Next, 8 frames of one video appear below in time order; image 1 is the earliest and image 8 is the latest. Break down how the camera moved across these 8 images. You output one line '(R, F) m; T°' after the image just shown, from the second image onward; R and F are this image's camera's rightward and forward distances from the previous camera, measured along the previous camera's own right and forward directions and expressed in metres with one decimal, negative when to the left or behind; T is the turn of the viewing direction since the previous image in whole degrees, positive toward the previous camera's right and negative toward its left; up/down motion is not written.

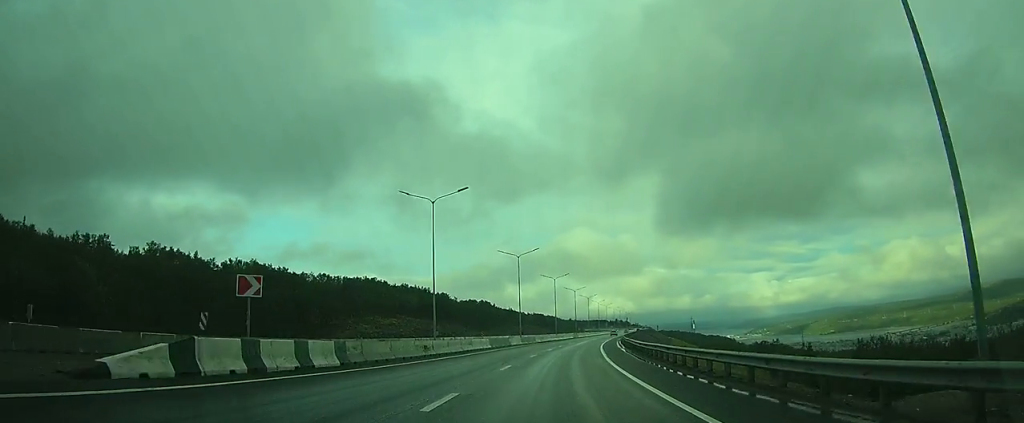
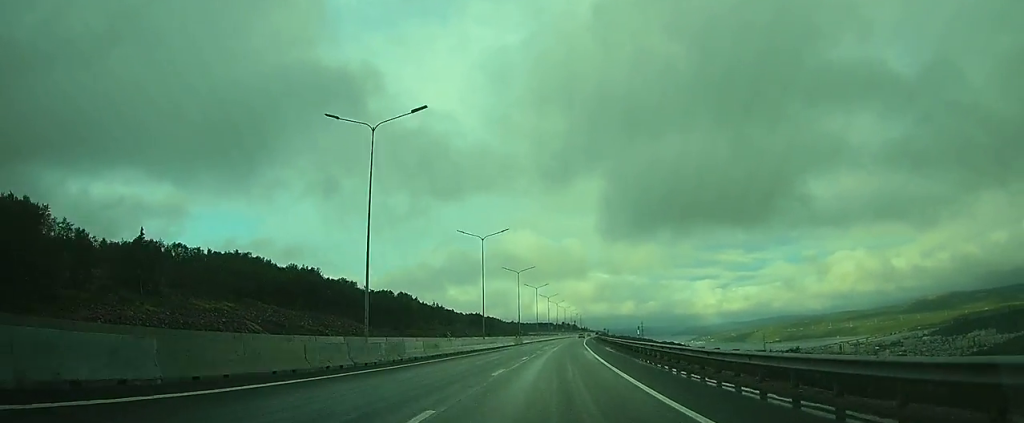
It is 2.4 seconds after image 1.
(+2.8, +51.1) m; +6°
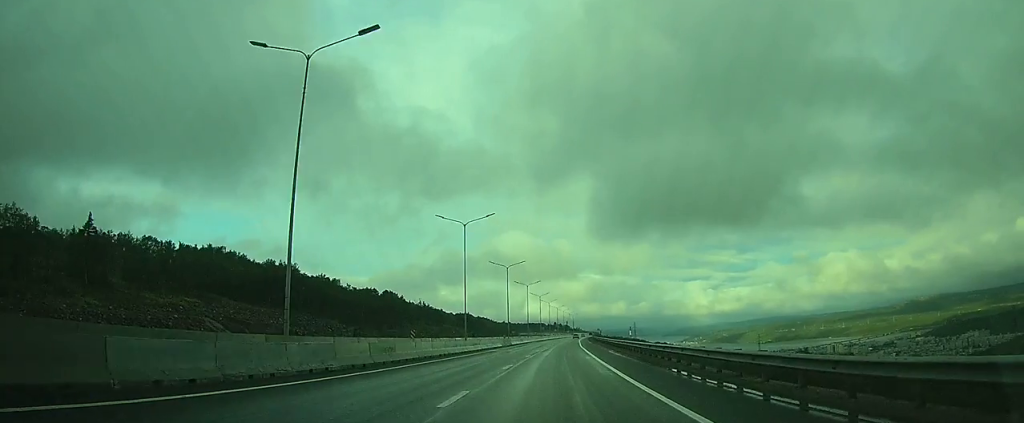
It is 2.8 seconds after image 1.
(0.0, +8.4) m; +1°
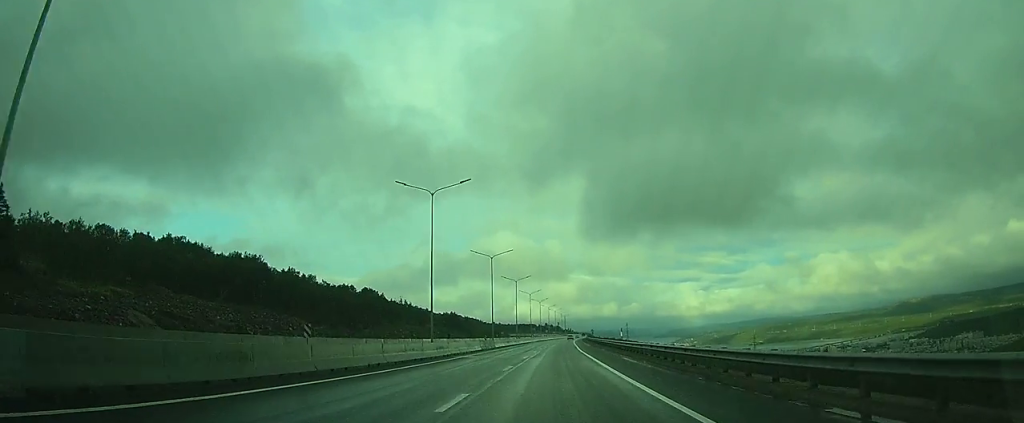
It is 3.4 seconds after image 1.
(+0.3, +12.6) m; +1°
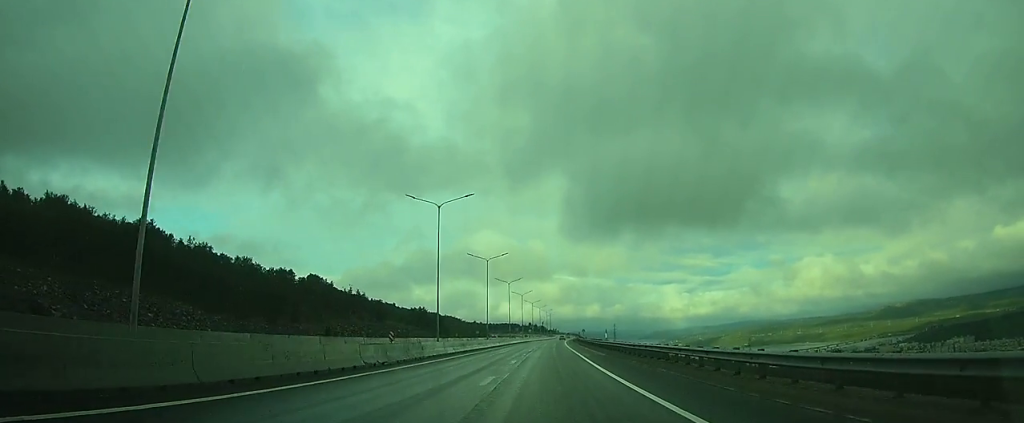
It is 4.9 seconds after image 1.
(+0.7, +30.7) m; +3°
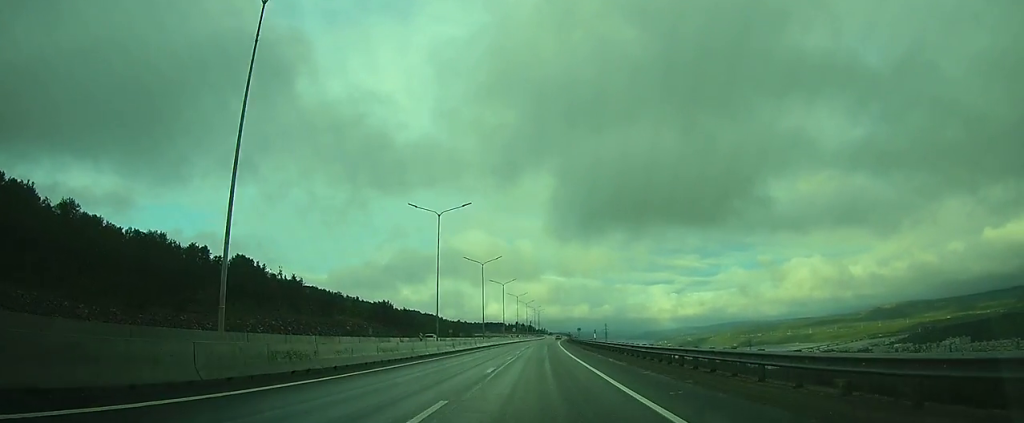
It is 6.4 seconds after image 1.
(+0.7, +30.6) m; +3°
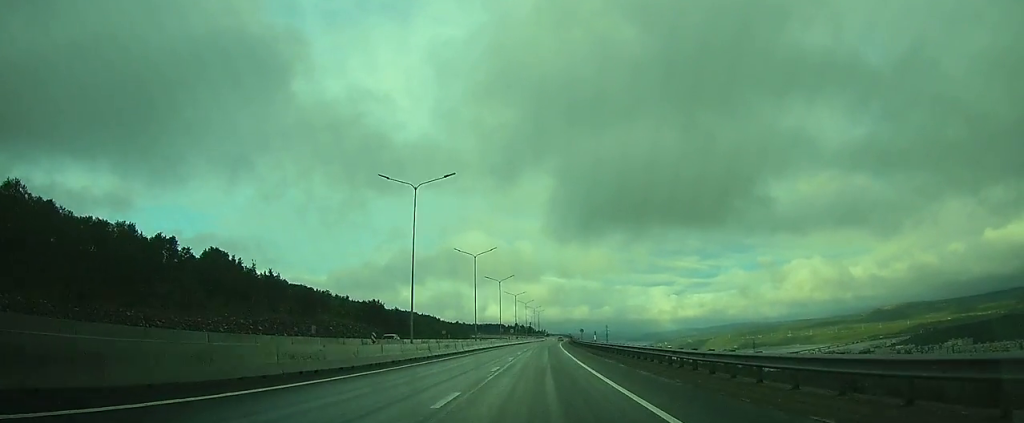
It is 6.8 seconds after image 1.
(0.0, +9.7) m; +1°
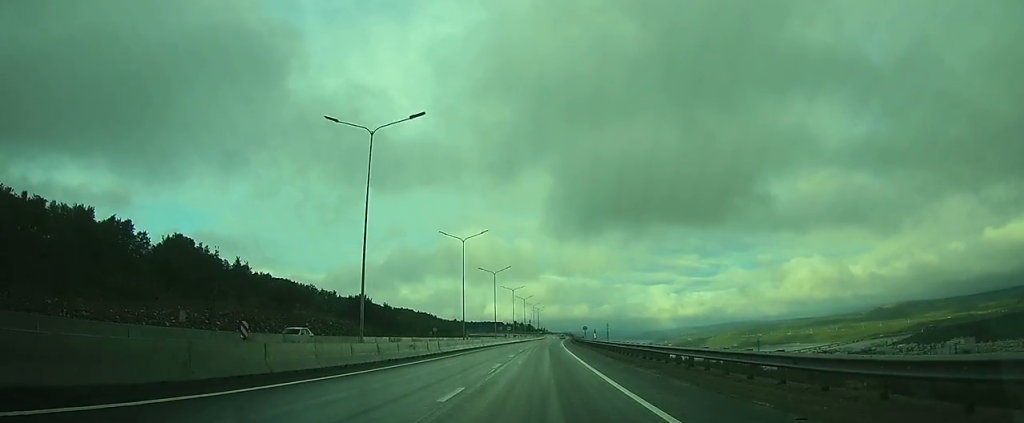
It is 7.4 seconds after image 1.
(+0.2, +11.2) m; 0°
